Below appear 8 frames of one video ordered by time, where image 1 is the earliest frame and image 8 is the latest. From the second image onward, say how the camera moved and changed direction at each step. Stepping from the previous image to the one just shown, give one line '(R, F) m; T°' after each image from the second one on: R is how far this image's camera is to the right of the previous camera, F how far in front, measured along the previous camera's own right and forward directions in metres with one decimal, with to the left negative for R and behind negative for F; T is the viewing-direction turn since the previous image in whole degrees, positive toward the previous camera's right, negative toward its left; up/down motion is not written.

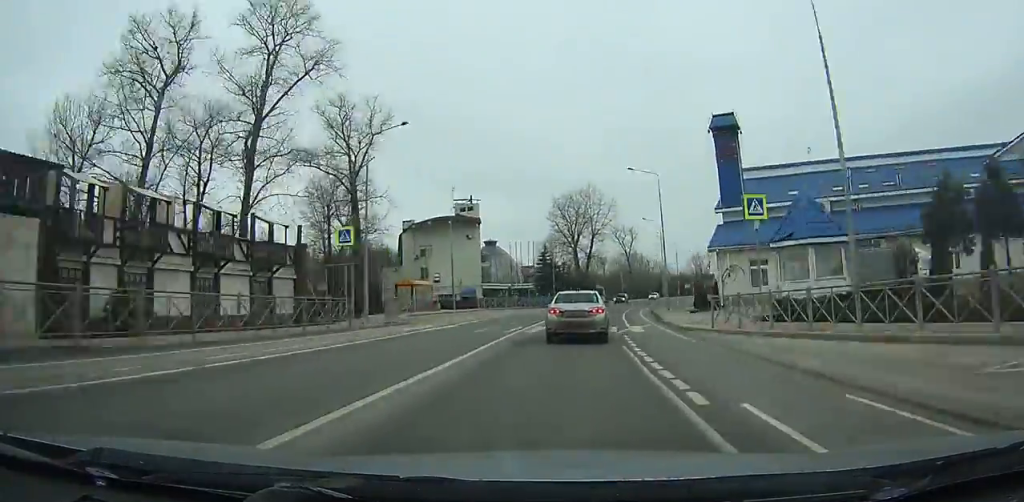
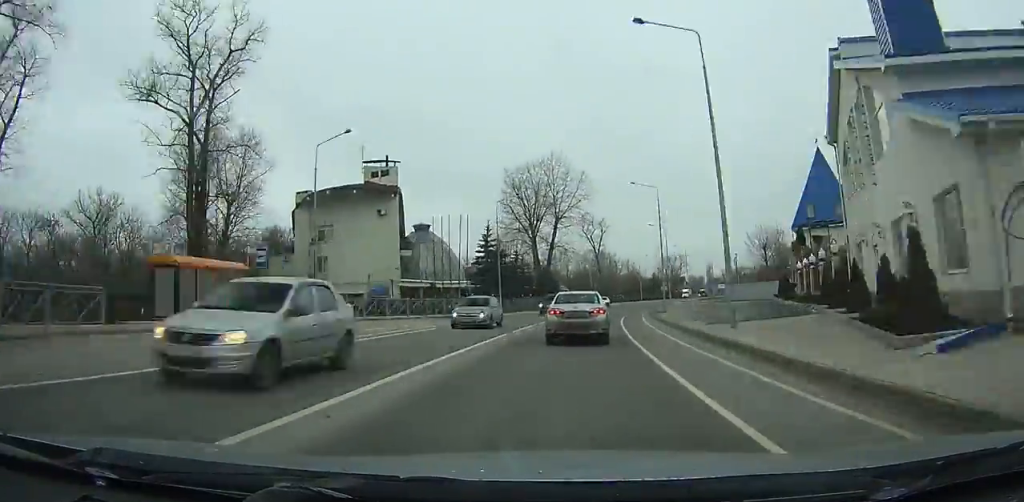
(+0.2, +25.2) m; +3°
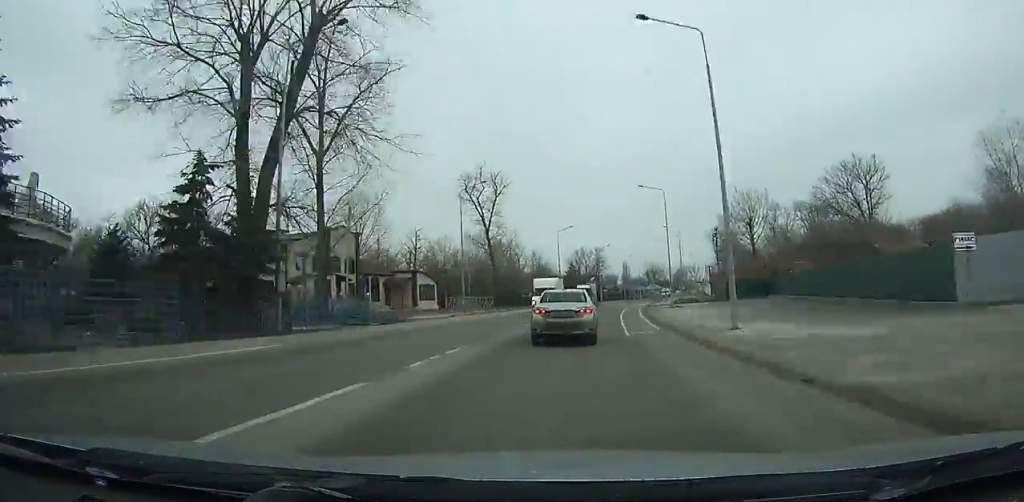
(+5.0, +59.6) m; +10°
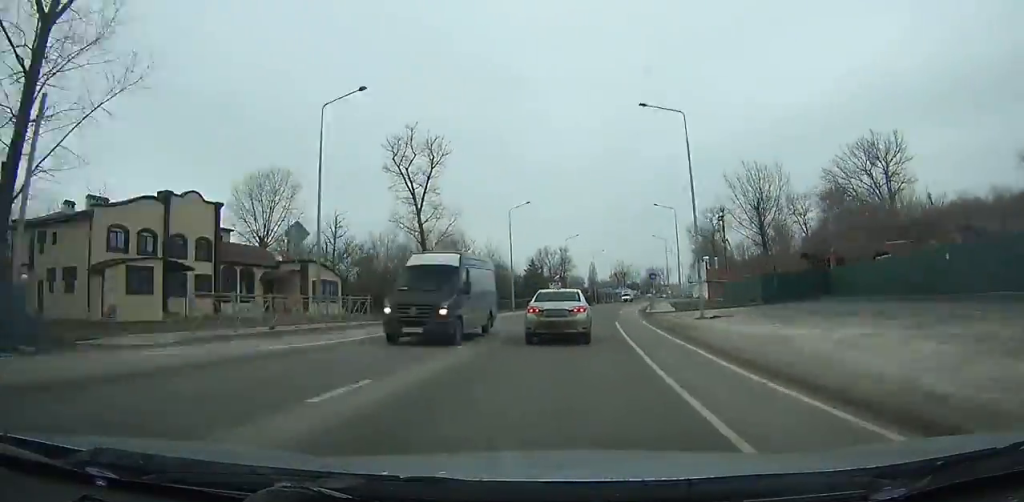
(+1.1, +23.7) m; +4°
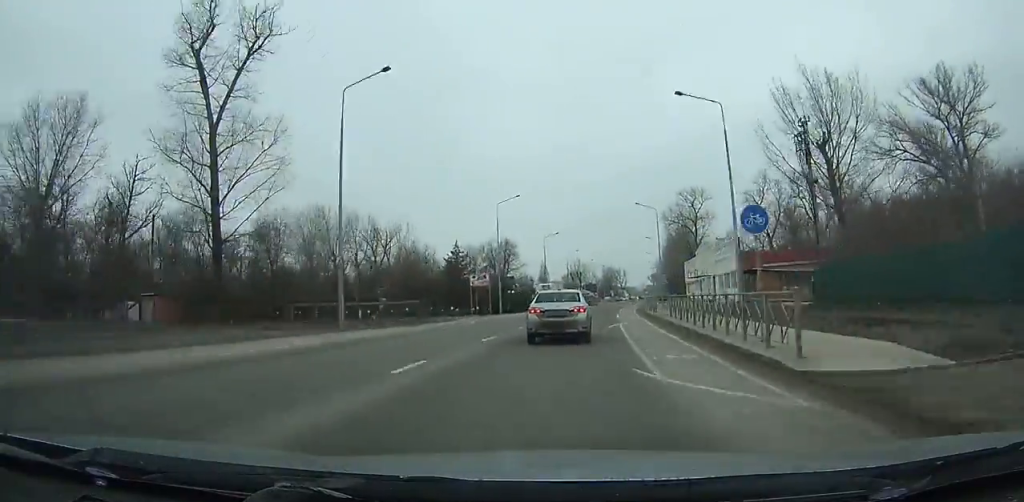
(+2.1, +36.4) m; +5°
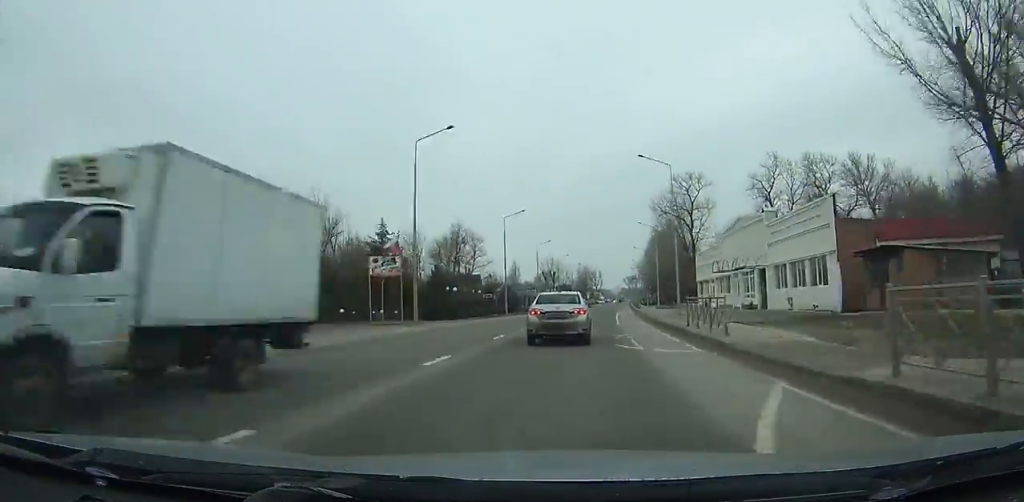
(+0.3, +22.3) m; +3°
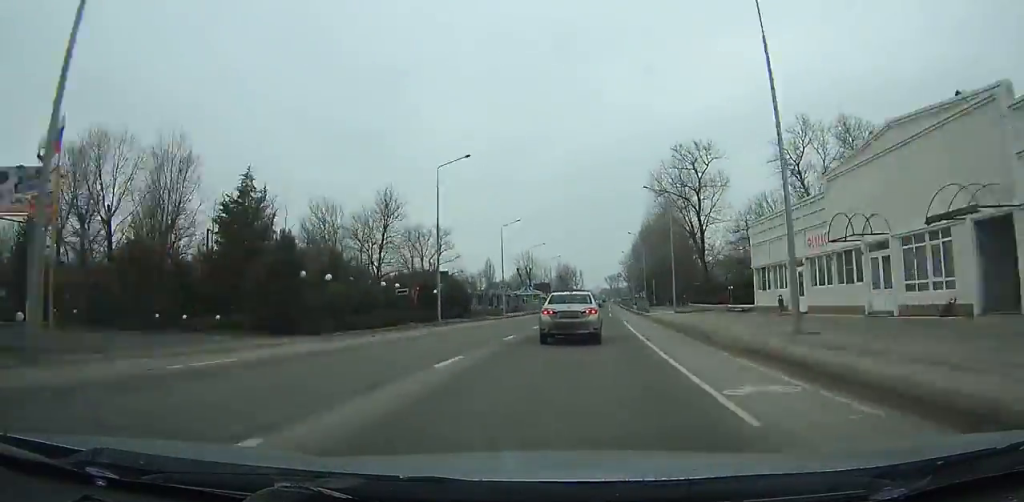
(+0.9, +24.0) m; +2°
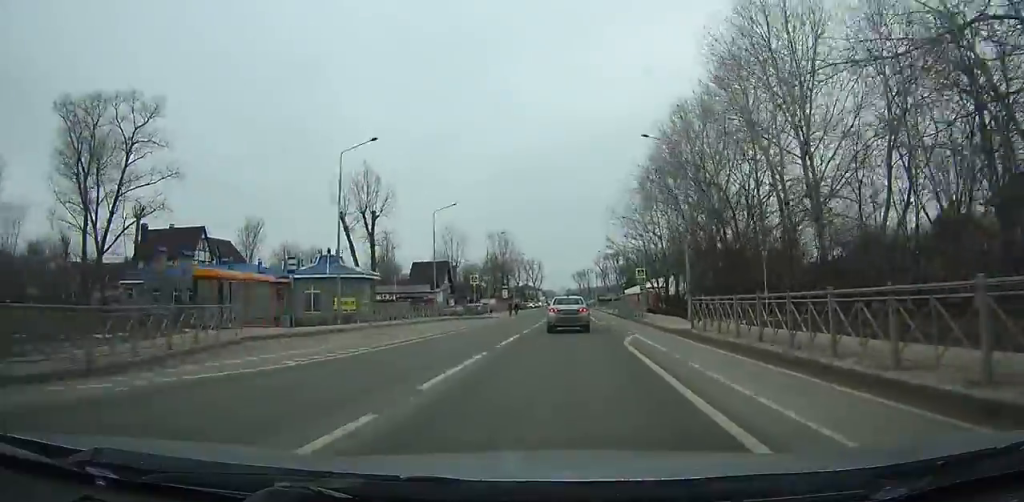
(+4.2, +122.3) m; +2°
